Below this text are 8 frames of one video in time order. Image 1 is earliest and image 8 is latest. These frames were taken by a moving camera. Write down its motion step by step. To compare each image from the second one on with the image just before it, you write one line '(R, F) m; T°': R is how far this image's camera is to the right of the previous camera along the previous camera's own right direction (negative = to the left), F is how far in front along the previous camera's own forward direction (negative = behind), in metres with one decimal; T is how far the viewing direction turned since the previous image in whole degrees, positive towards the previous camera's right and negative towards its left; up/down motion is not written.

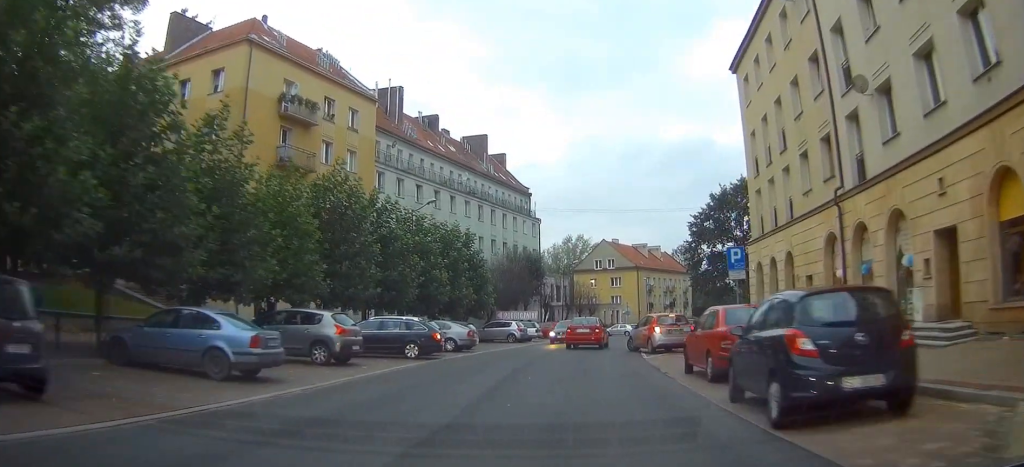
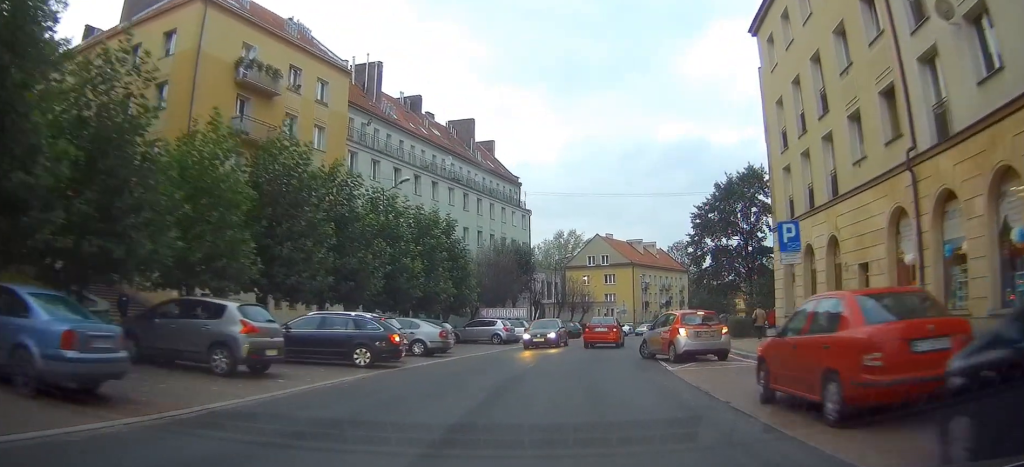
(0.0, +5.5) m; +2°
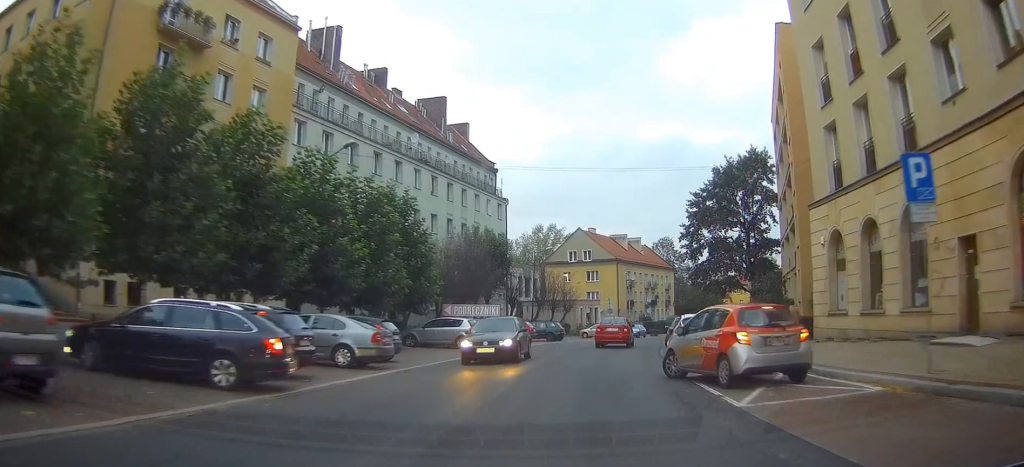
(+0.4, +7.0) m; +2°
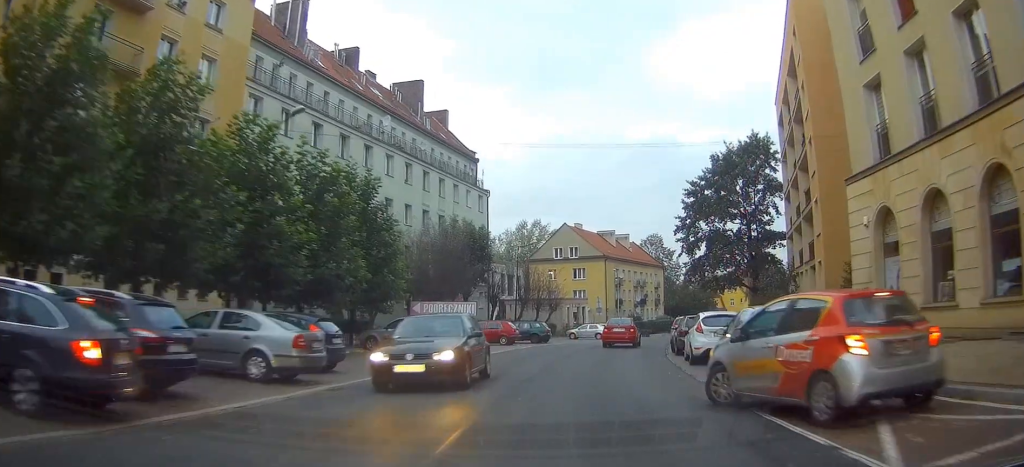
(-0.1, +4.7) m; +1°
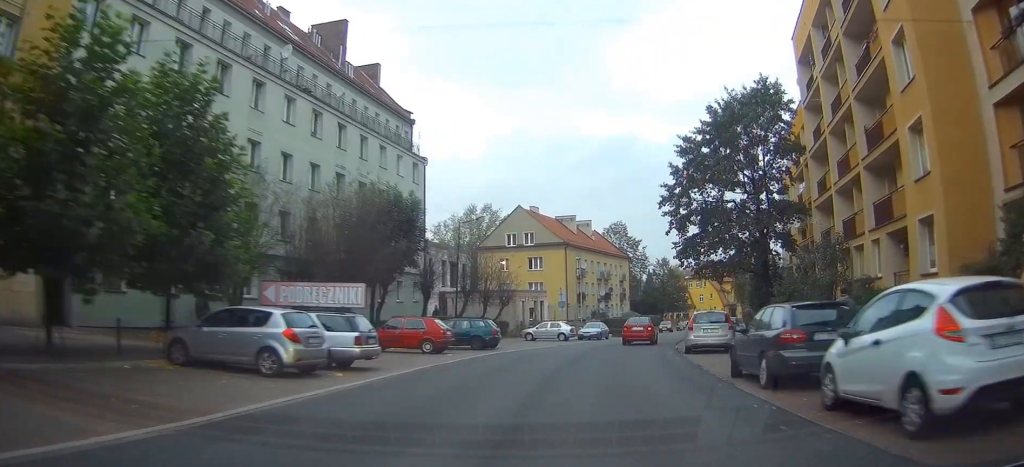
(+0.4, +12.8) m; +6°
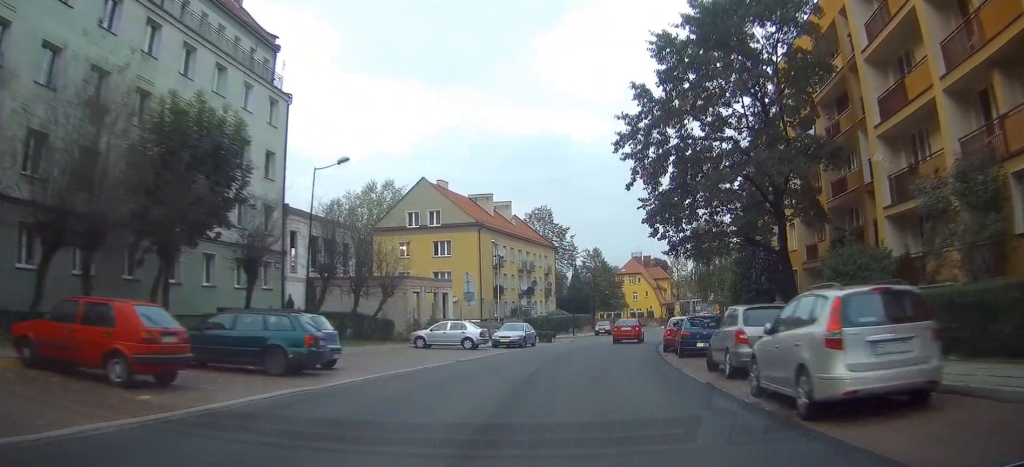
(+1.3, +16.4) m; +8°
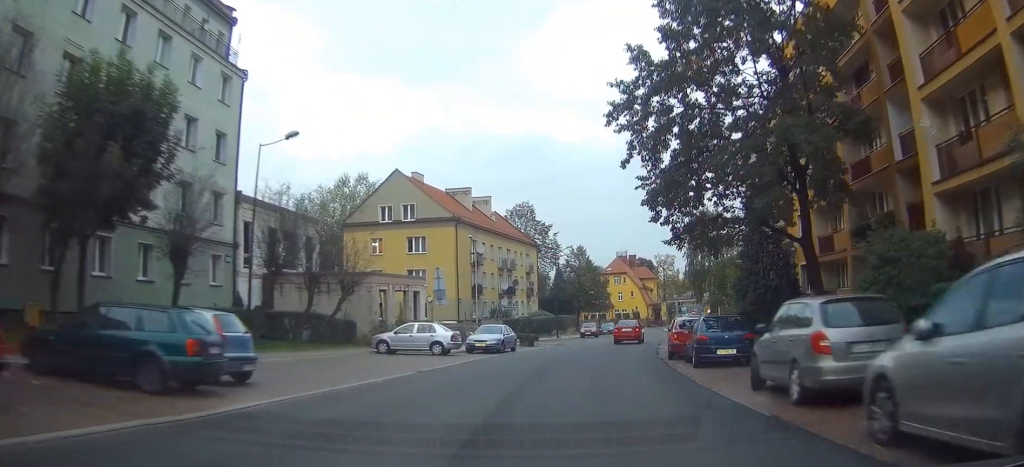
(+0.1, +4.7) m; +2°
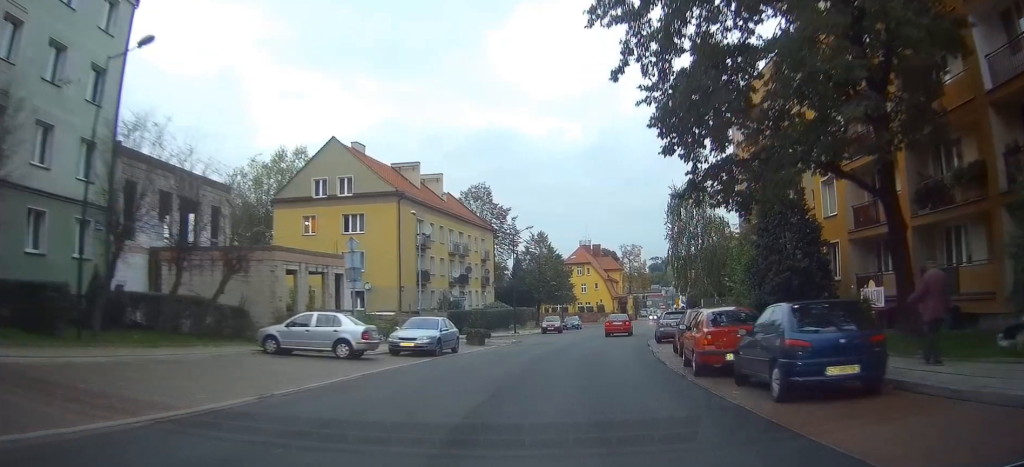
(+0.3, +8.8) m; +4°
